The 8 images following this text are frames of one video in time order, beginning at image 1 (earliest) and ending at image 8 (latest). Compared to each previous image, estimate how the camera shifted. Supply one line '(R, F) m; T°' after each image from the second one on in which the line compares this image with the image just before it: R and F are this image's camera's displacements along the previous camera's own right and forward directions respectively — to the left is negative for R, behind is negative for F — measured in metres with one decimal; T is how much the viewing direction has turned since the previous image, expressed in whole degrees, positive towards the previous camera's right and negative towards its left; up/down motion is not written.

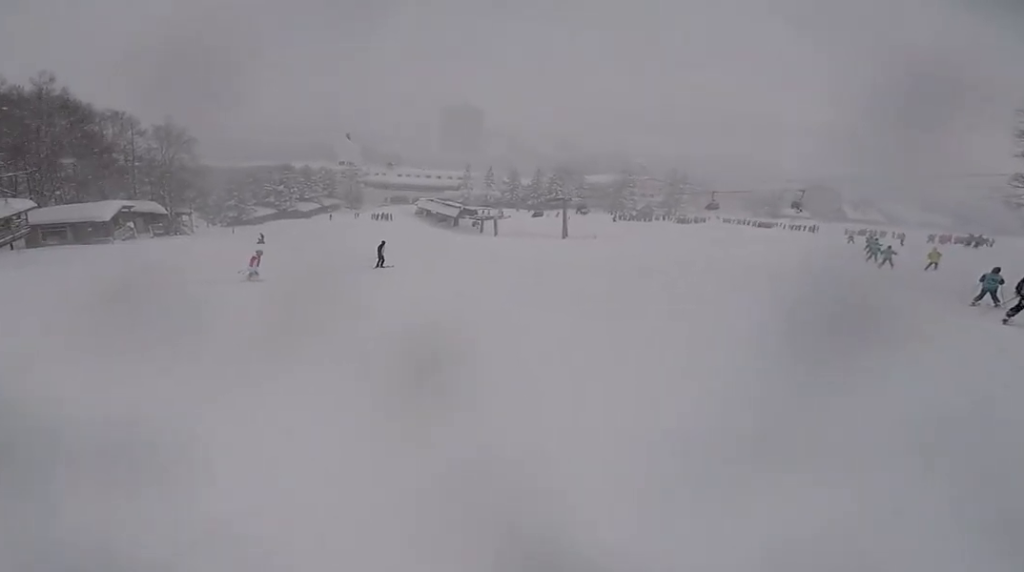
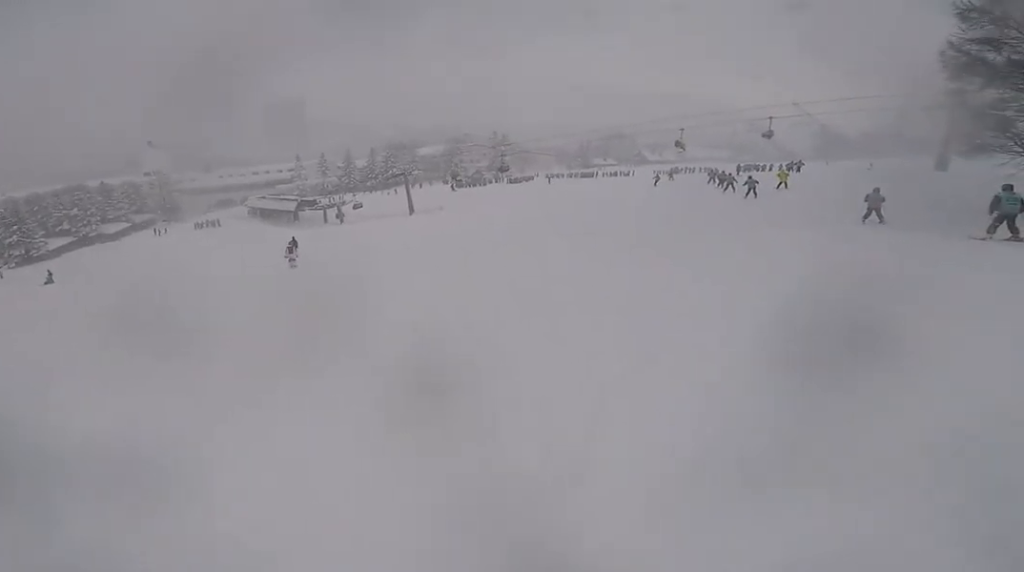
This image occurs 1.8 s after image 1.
(-1.3, +6.9) m; +7°
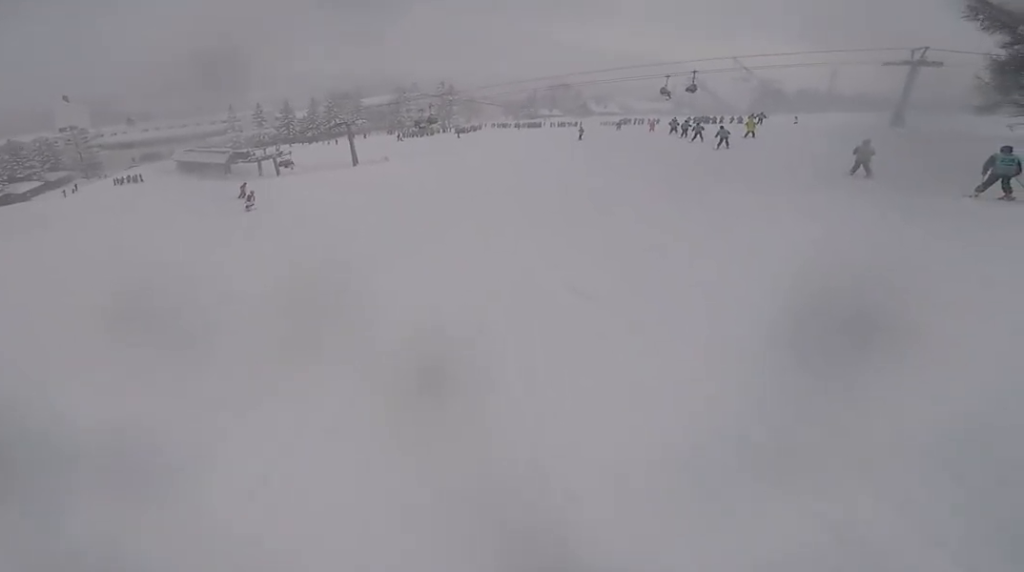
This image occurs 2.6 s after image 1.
(+0.7, +4.6) m; +9°
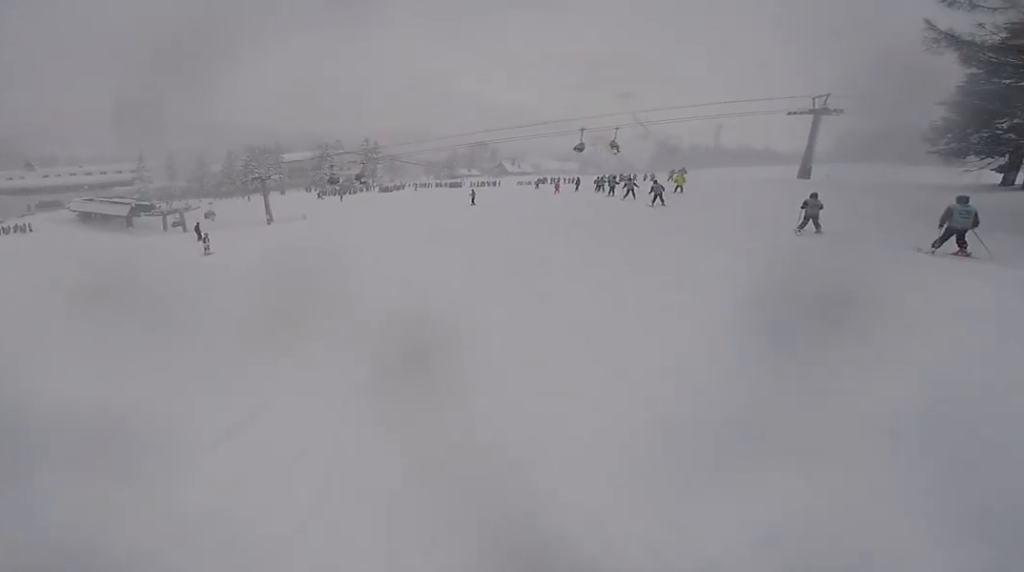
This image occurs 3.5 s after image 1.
(-0.1, +4.9) m; +2°
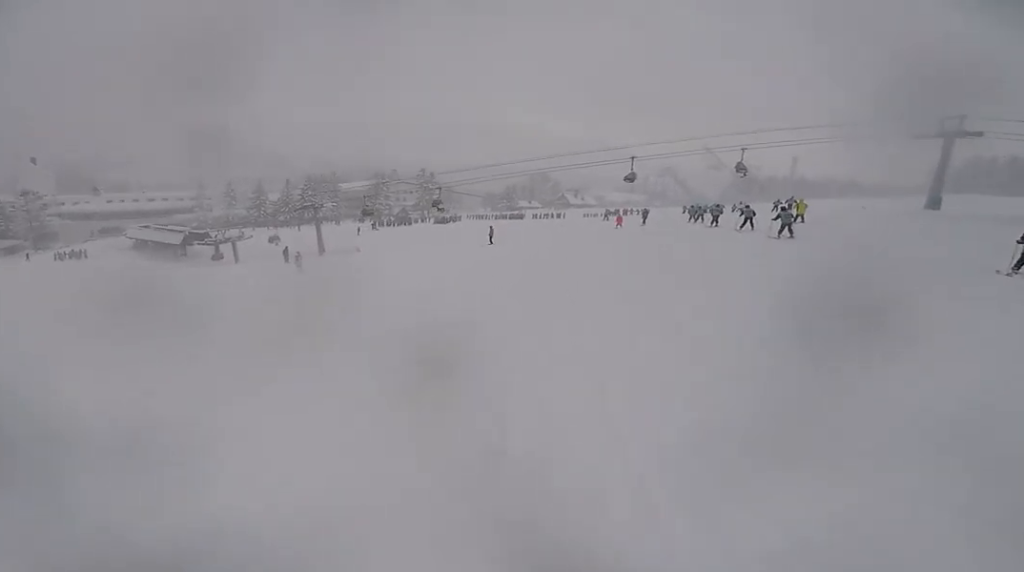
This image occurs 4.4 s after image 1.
(+0.3, +5.4) m; +6°
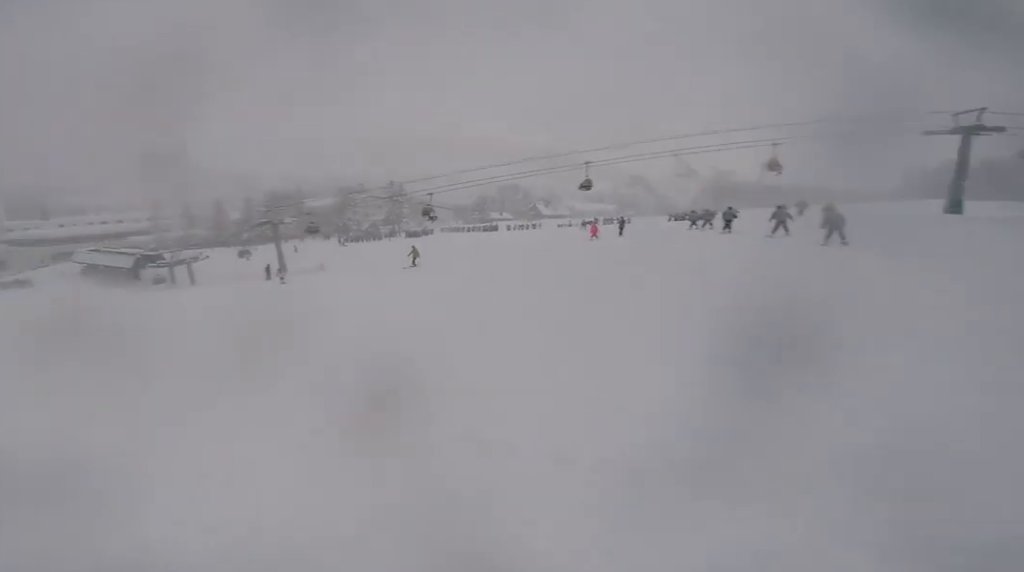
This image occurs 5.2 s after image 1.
(-0.1, +4.8) m; +7°
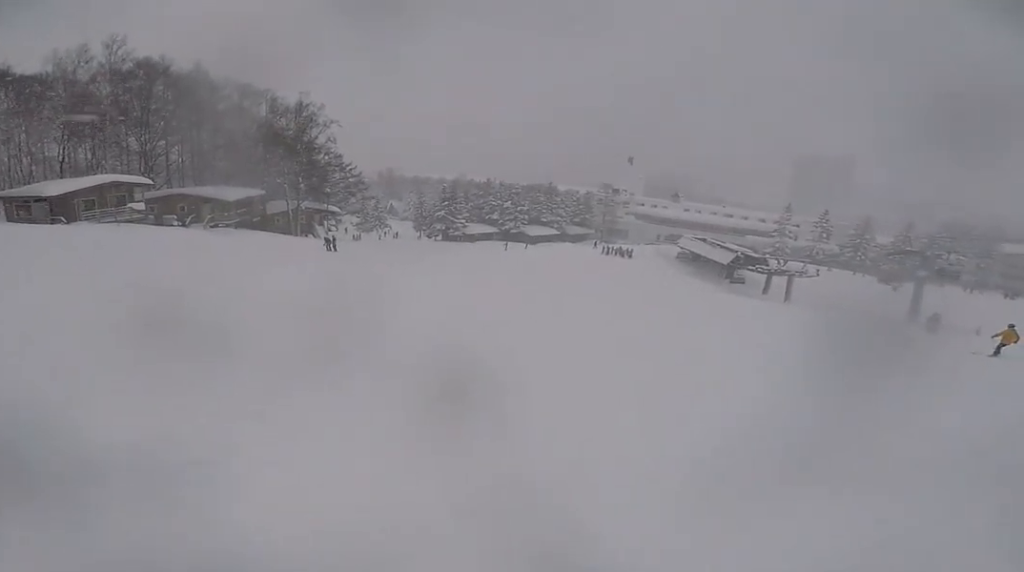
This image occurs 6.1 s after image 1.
(+0.8, +5.4) m; -16°
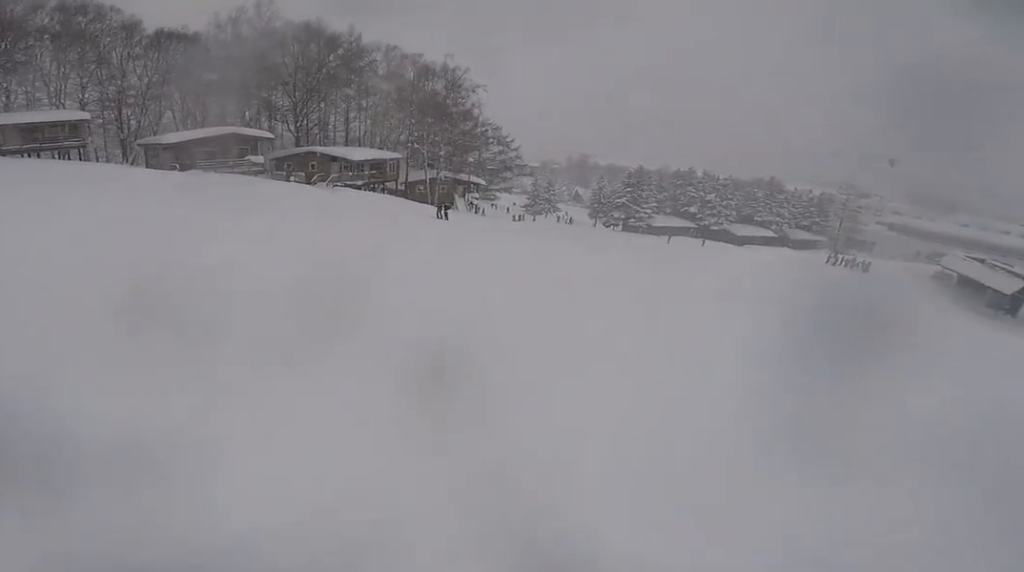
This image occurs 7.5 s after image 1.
(-3.9, +7.2) m; -44°
